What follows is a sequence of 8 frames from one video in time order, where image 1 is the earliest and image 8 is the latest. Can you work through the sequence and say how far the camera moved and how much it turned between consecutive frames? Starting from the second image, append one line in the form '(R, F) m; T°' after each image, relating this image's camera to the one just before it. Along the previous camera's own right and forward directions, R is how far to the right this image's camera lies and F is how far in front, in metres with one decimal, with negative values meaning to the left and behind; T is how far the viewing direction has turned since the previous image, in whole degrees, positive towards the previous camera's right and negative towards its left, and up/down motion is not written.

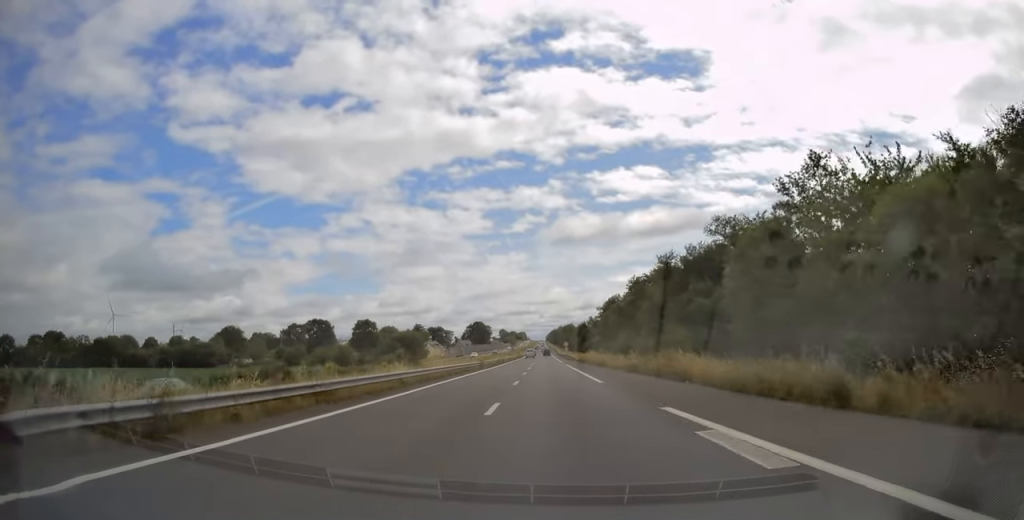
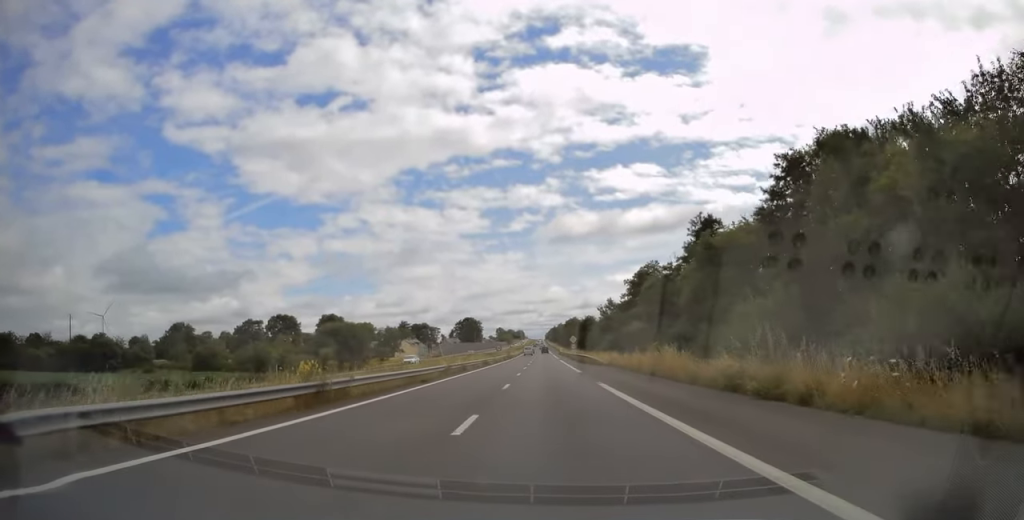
(+0.2, +40.4) m; 0°
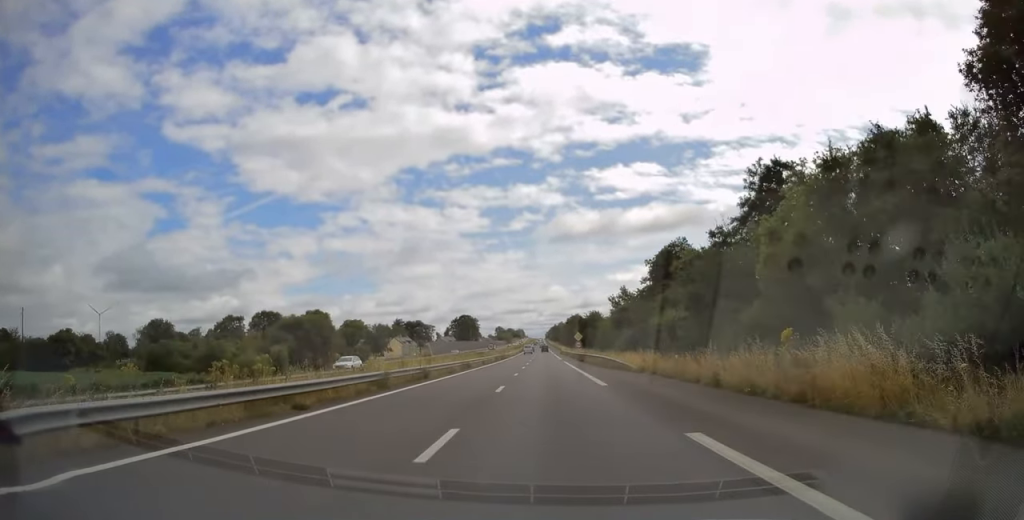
(-0.2, +15.0) m; 0°
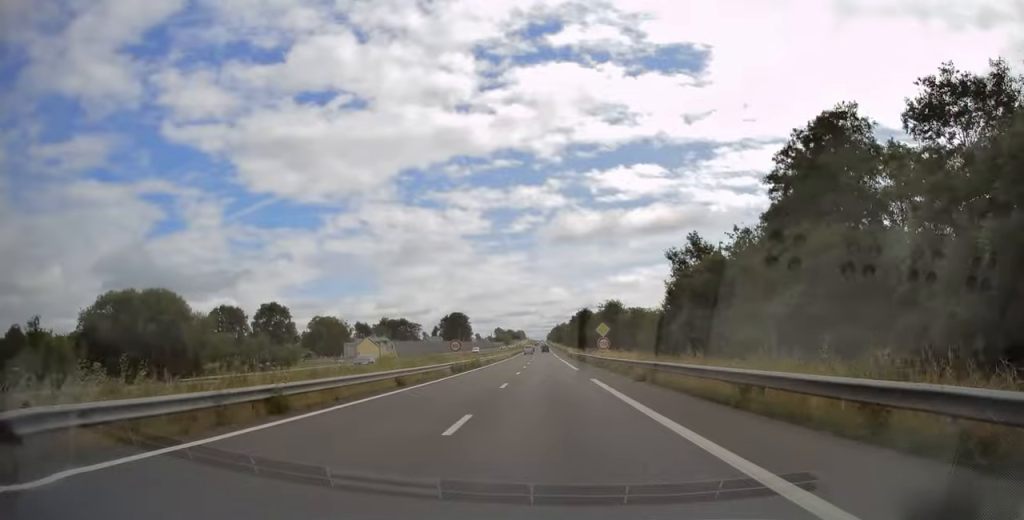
(+0.3, +34.7) m; 0°
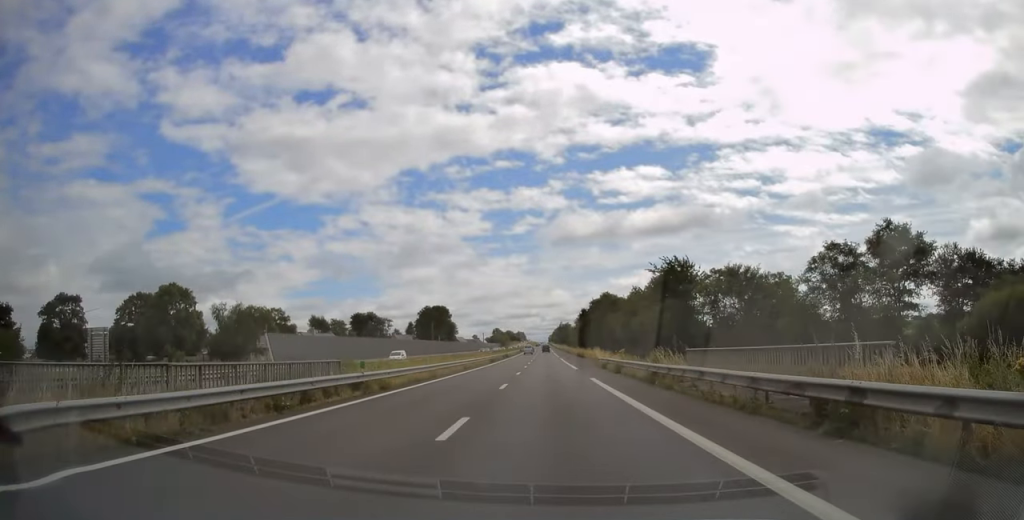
(-0.1, +50.1) m; +1°
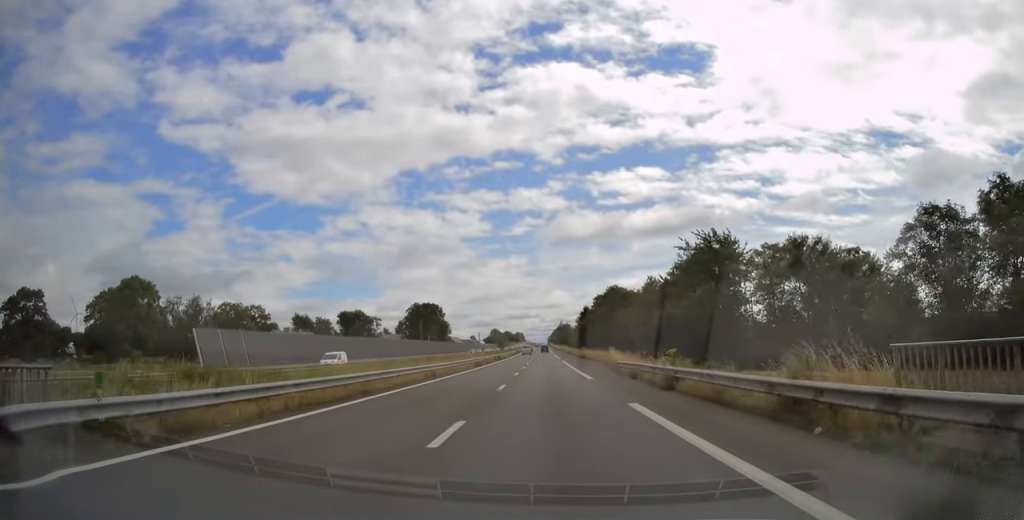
(0.0, +12.9) m; 0°
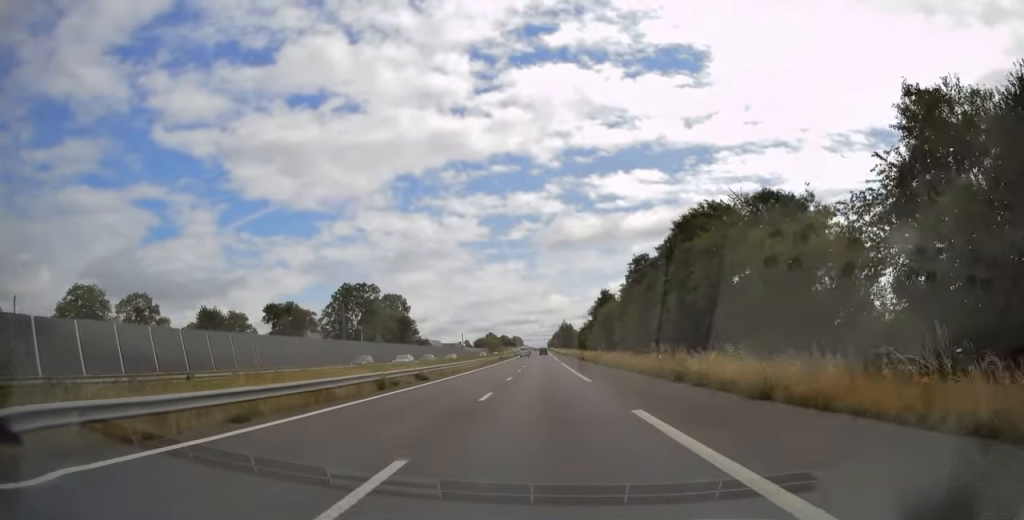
(-0.7, +53.7) m; -1°
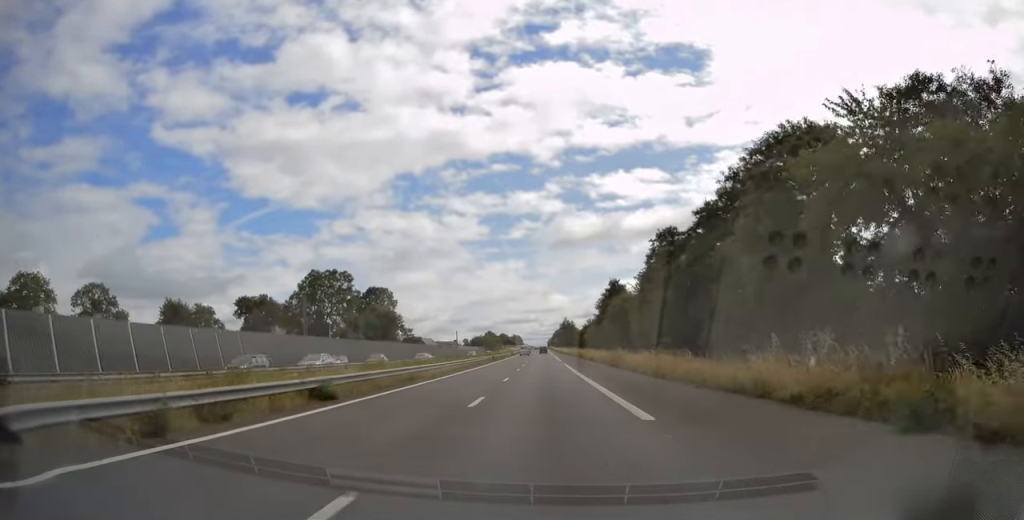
(0.0, +14.4) m; 0°
